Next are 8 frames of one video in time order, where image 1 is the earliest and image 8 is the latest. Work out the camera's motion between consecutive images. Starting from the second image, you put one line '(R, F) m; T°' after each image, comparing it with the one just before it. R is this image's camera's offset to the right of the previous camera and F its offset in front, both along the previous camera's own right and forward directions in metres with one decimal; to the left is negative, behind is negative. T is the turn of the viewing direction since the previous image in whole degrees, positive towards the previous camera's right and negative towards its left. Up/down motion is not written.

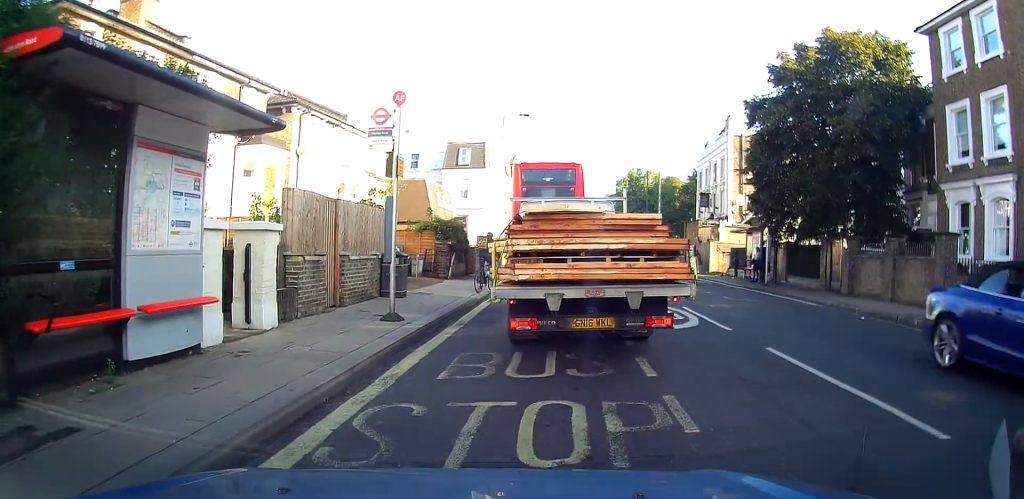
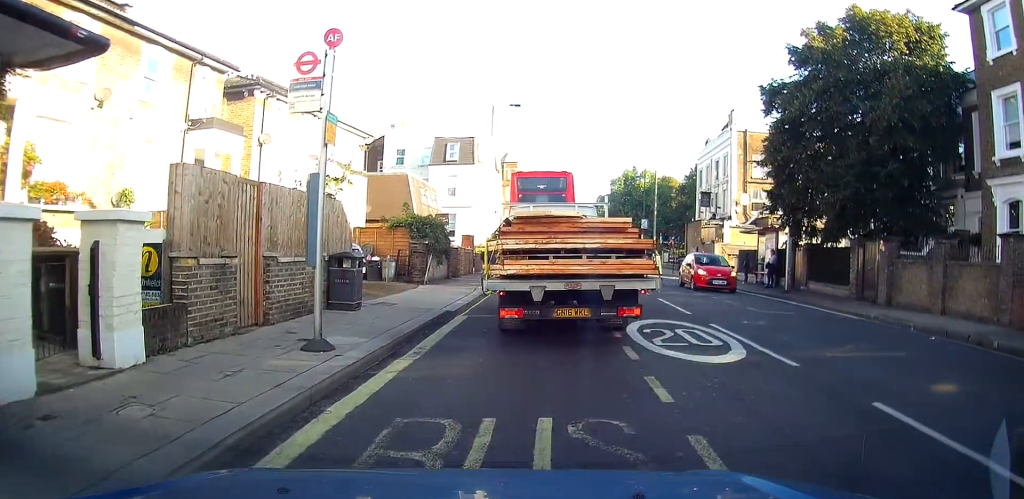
(-0.1, +3.1) m; -2°
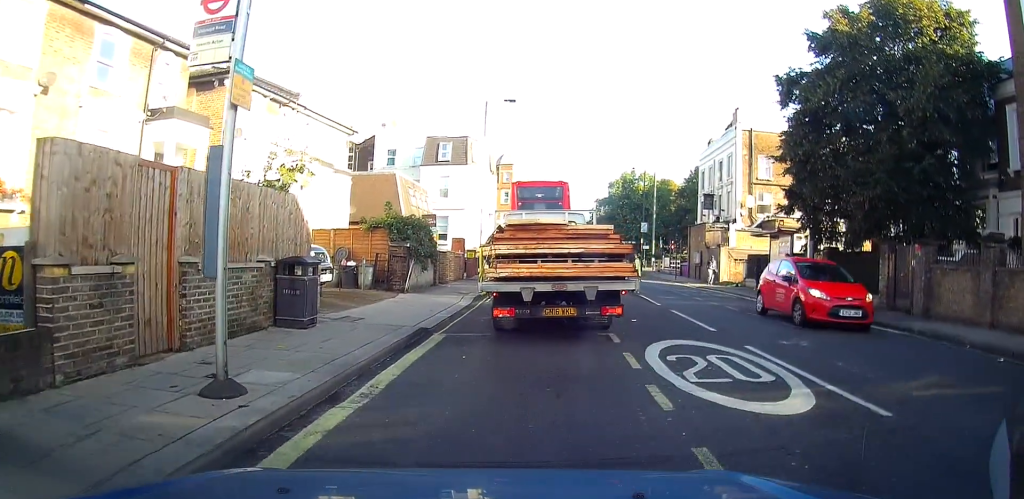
(0.0, +2.2) m; +2°
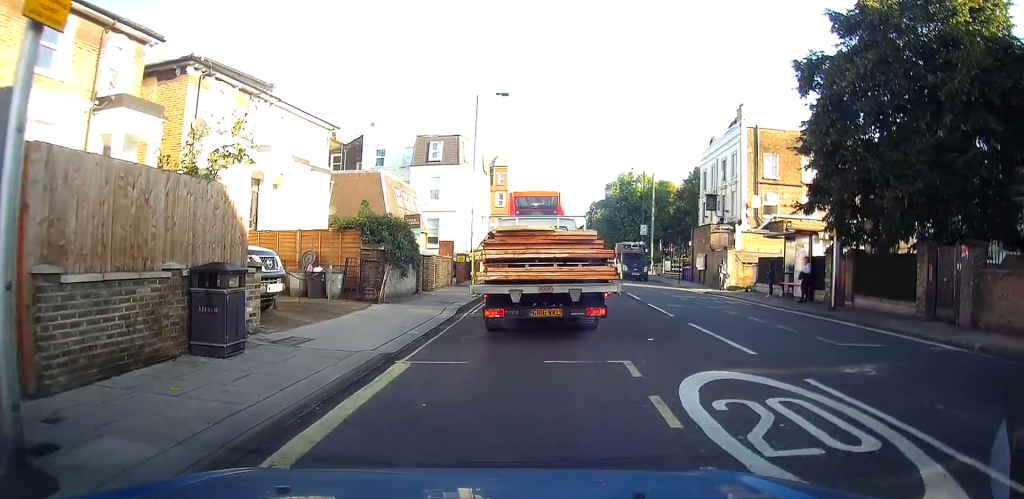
(0.0, +2.2) m; +2°
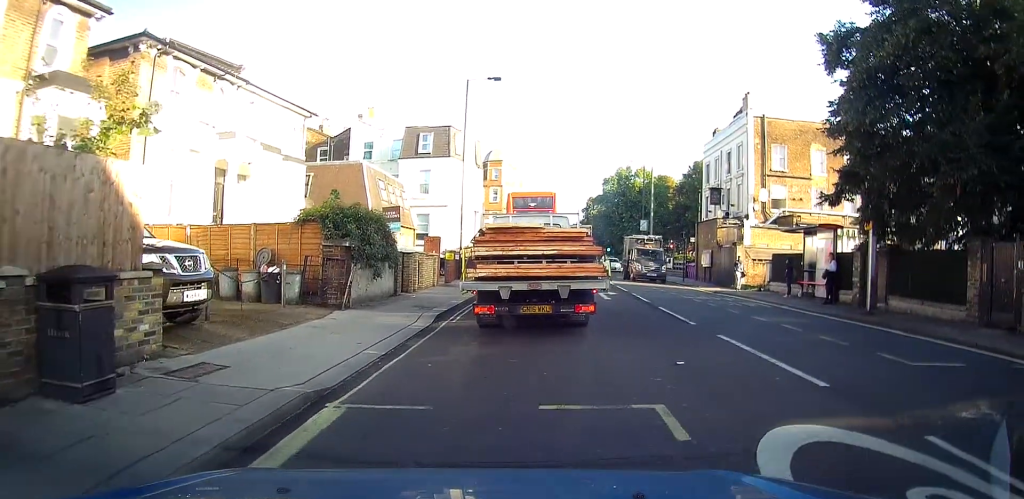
(+0.1, +2.2) m; +2°
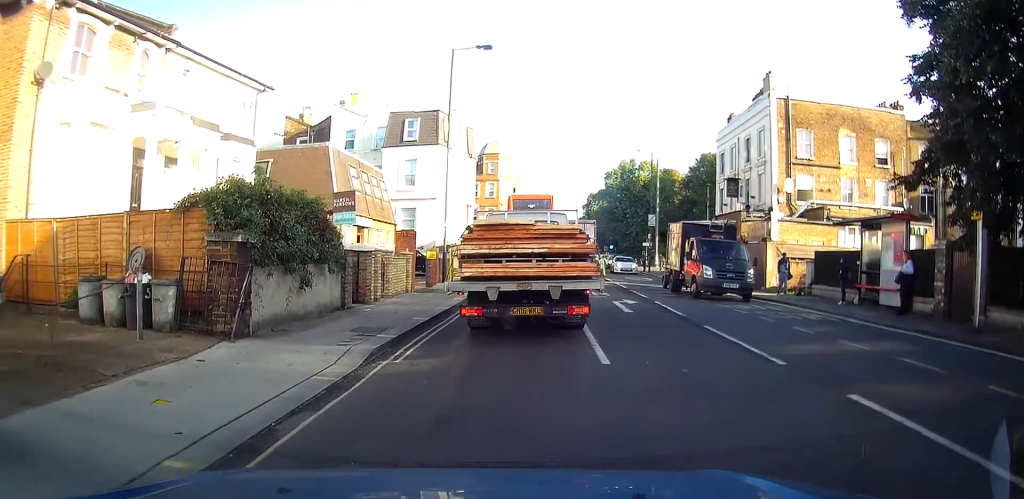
(0.0, +4.2) m; -1°
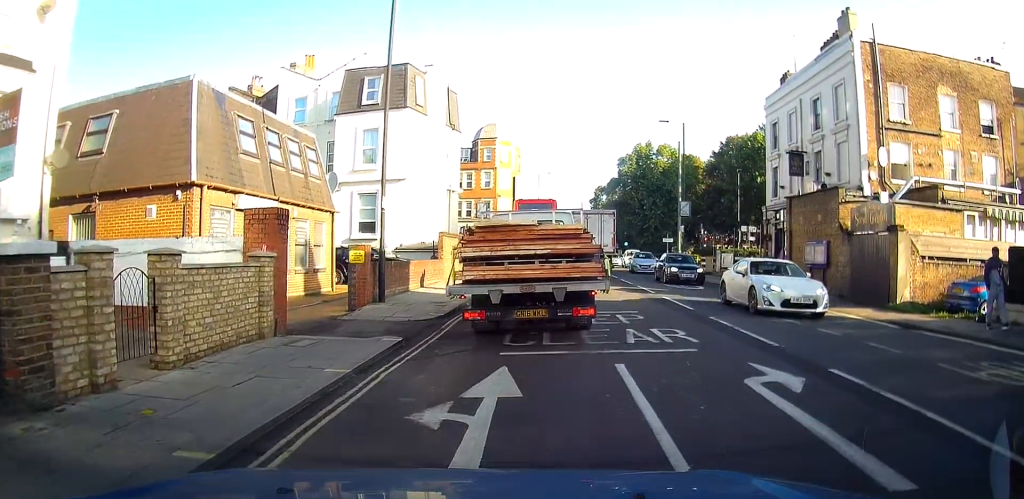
(-0.1, +10.3) m; +1°
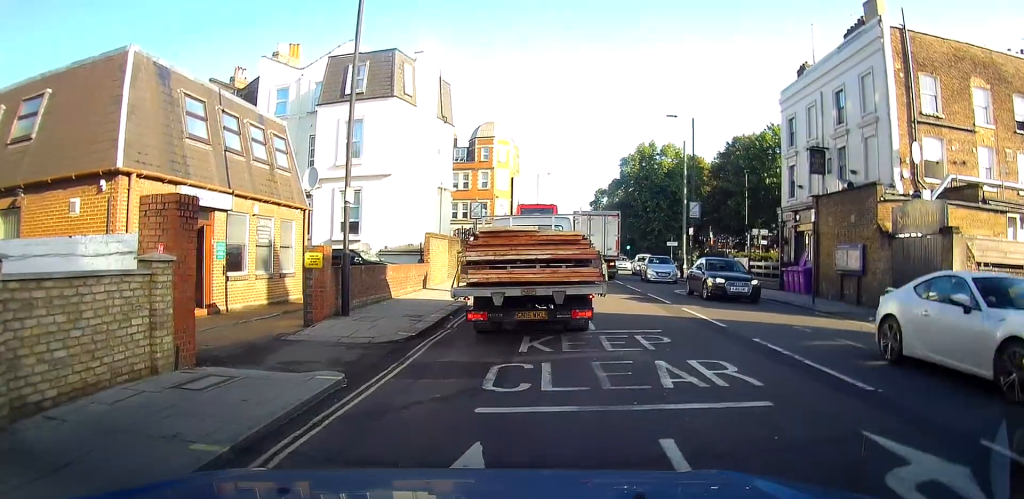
(0.0, +2.7) m; 0°
